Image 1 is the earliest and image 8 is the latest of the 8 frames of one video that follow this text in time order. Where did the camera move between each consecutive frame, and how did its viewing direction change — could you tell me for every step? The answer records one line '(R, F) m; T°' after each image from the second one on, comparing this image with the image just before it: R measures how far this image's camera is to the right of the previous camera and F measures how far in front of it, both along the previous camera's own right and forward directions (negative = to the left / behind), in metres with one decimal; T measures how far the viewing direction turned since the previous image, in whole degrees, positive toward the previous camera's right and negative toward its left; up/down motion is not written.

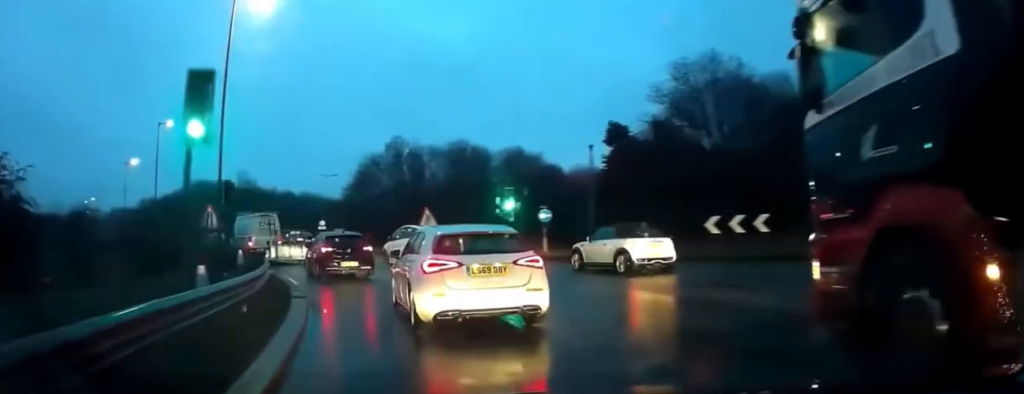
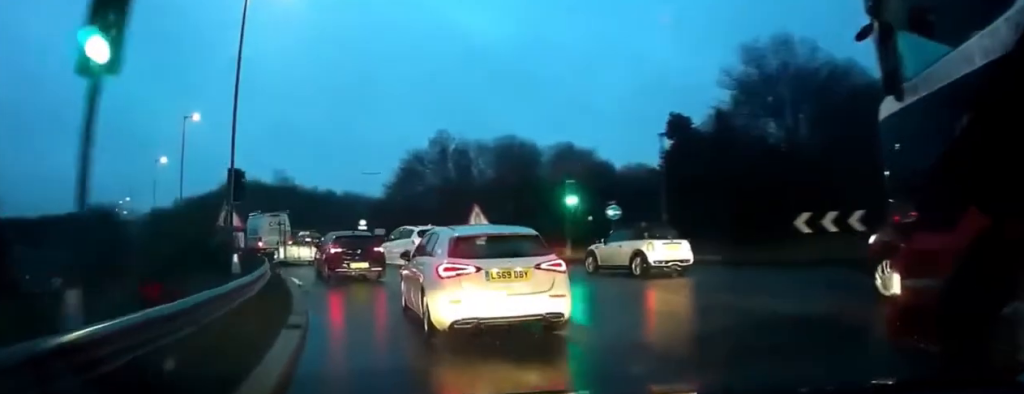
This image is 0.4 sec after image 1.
(+0.2, +3.2) m; 0°
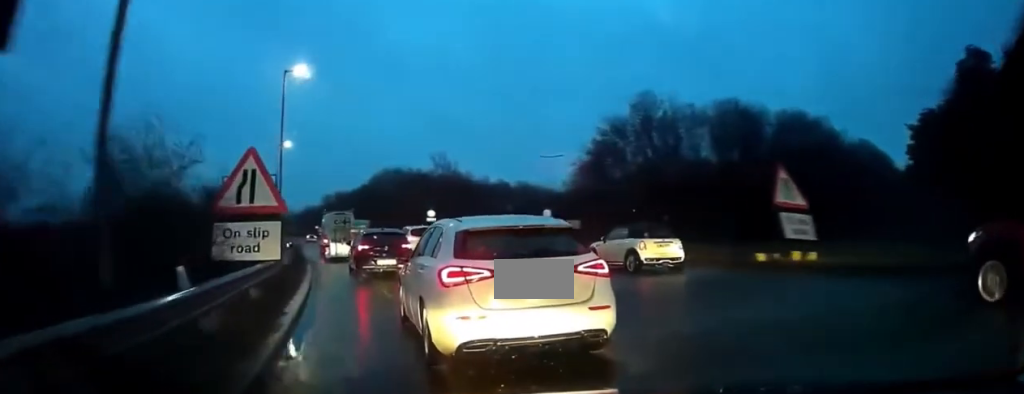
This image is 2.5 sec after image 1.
(-0.9, +15.1) m; -10°
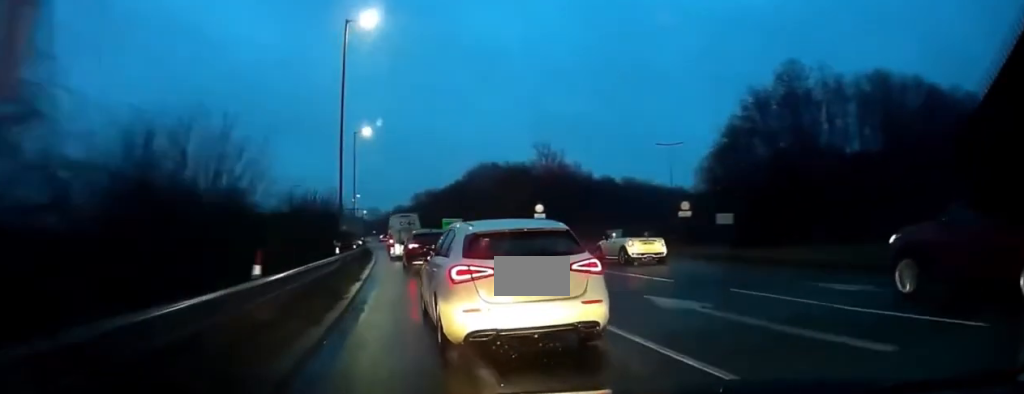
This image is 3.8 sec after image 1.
(-0.5, +9.7) m; -10°
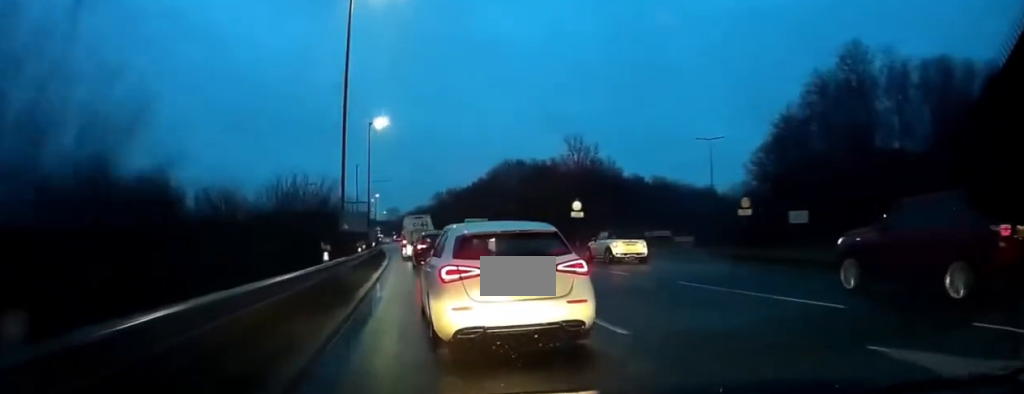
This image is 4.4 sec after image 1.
(-0.4, +4.5) m; -5°
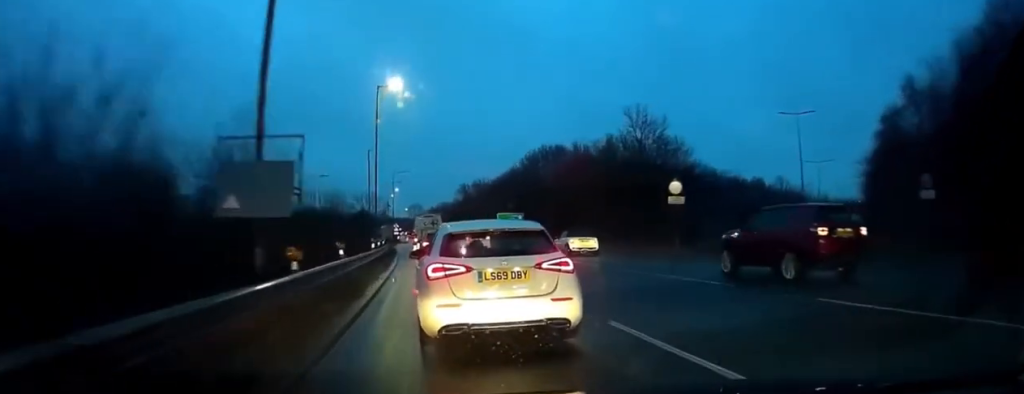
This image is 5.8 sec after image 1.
(-0.9, +10.9) m; -6°
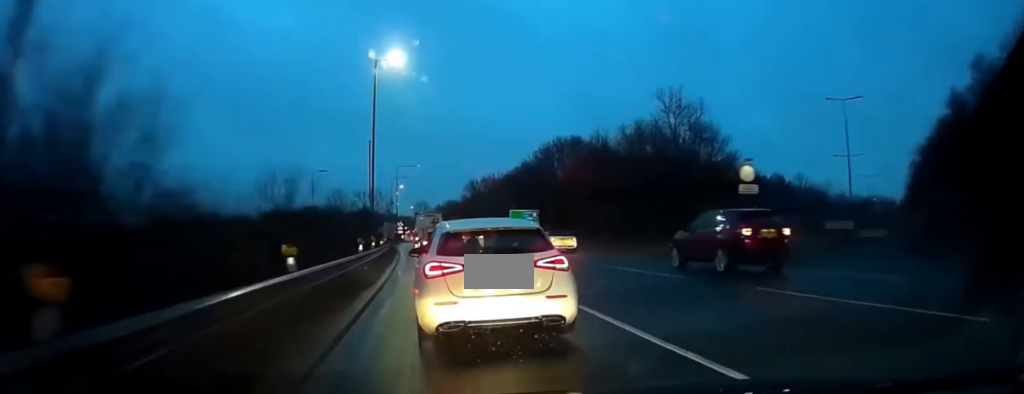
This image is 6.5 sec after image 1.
(-0.1, +5.4) m; 0°
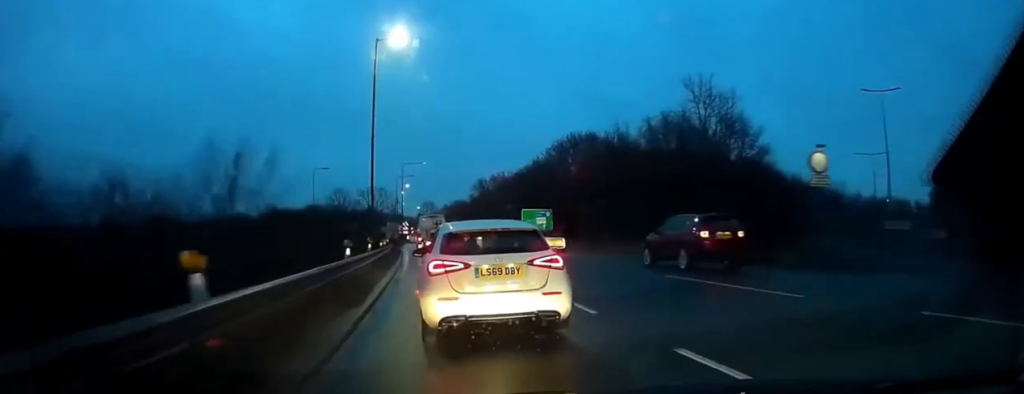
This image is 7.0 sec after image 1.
(-0.1, +4.0) m; +1°
